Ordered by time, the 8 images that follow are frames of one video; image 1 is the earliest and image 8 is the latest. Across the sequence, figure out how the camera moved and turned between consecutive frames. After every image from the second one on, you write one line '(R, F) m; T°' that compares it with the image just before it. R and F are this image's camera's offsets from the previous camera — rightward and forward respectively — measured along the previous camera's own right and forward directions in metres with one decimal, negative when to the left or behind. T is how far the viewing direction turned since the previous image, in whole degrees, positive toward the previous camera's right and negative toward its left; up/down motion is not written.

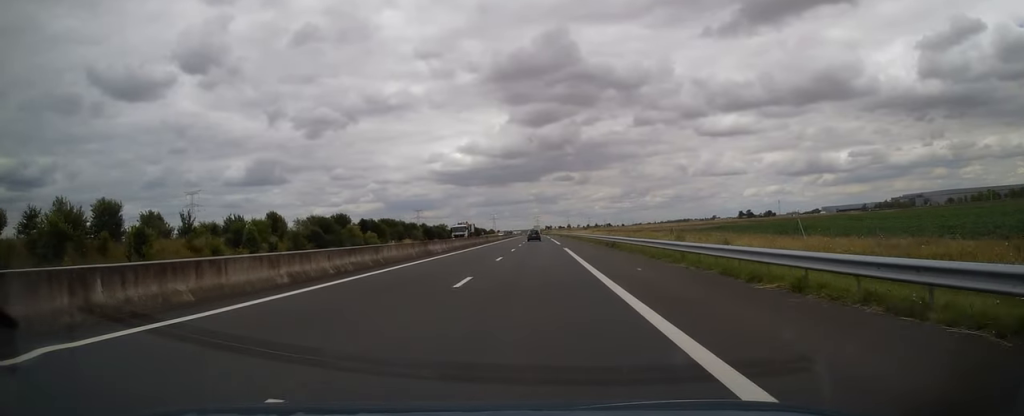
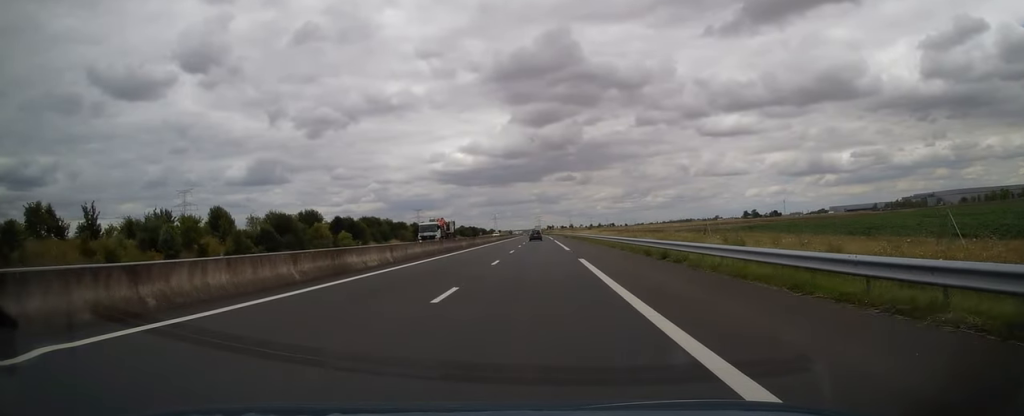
(-0.2, +16.1) m; 0°
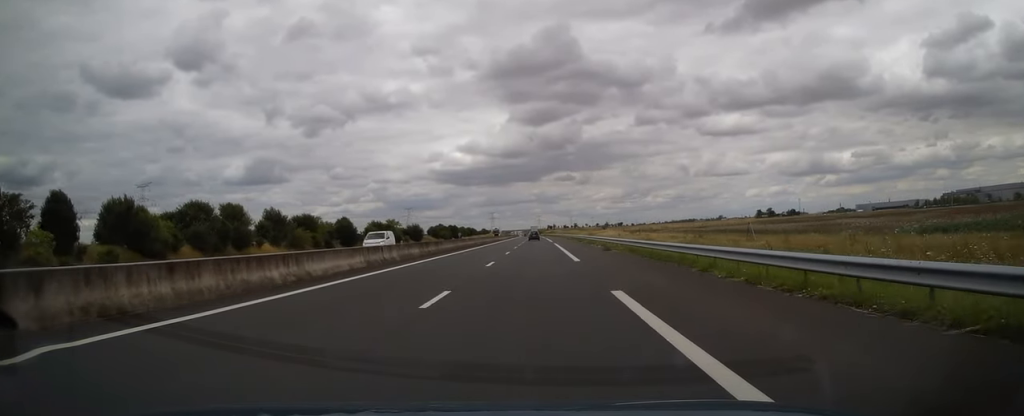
(-0.4, +65.5) m; 0°
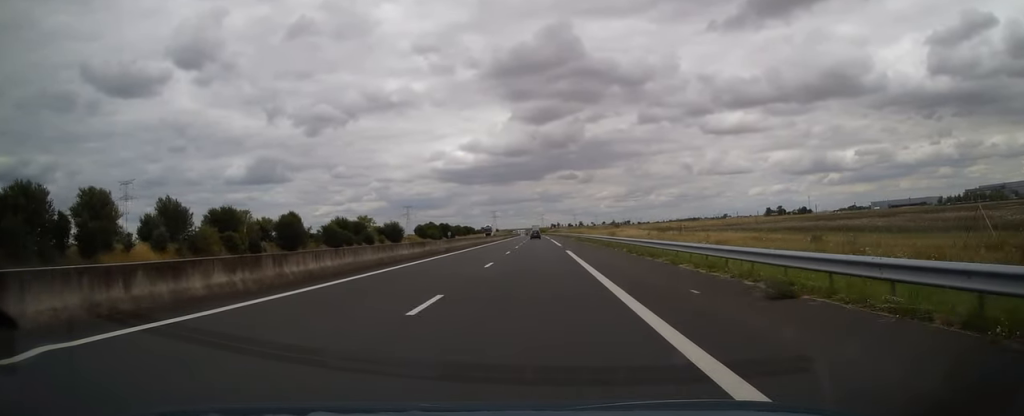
(0.0, +26.9) m; 0°
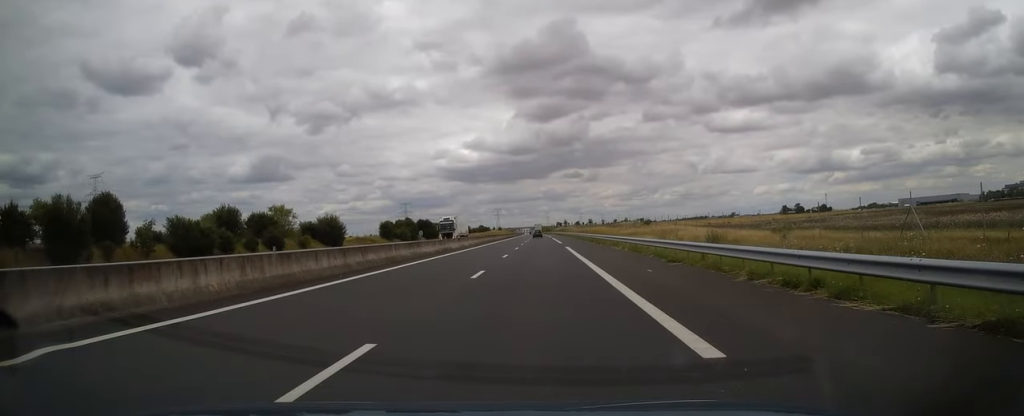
(0.0, +44.5) m; 0°
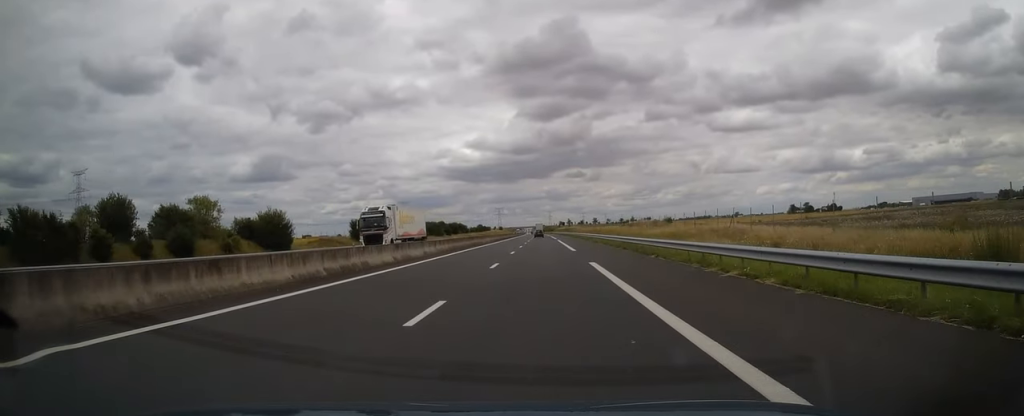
(+0.1, +21.5) m; -1°
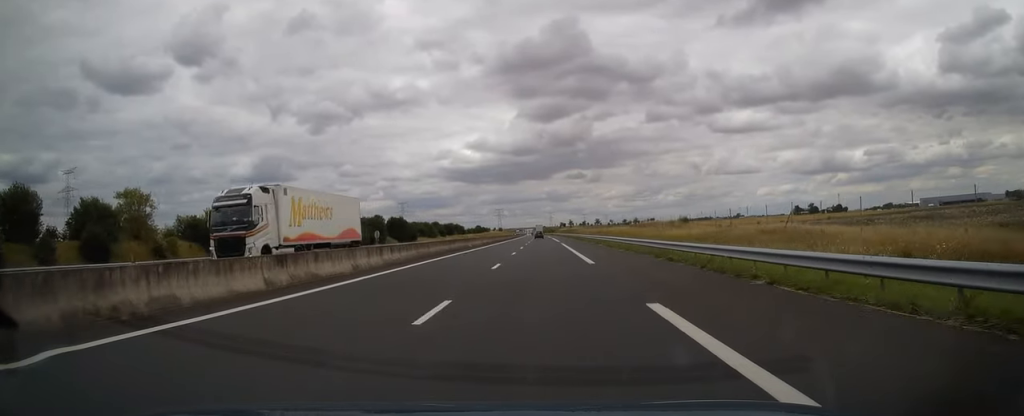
(-0.2, +12.7) m; 0°
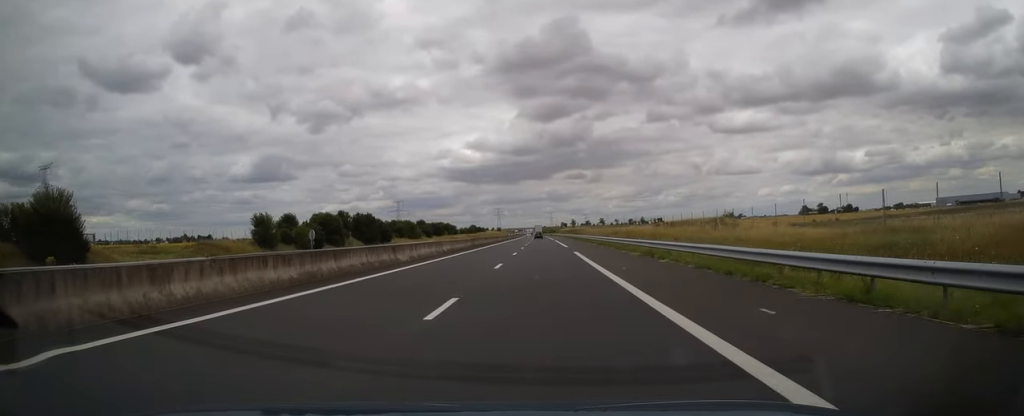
(-0.1, +25.4) m; 0°
